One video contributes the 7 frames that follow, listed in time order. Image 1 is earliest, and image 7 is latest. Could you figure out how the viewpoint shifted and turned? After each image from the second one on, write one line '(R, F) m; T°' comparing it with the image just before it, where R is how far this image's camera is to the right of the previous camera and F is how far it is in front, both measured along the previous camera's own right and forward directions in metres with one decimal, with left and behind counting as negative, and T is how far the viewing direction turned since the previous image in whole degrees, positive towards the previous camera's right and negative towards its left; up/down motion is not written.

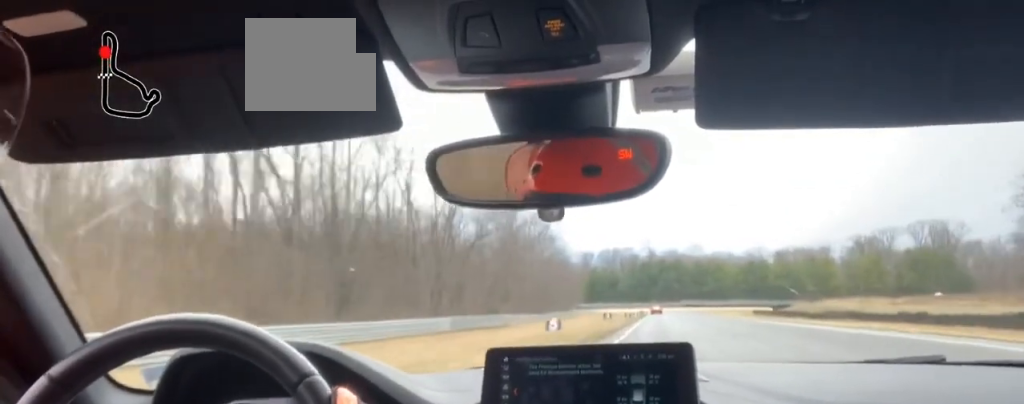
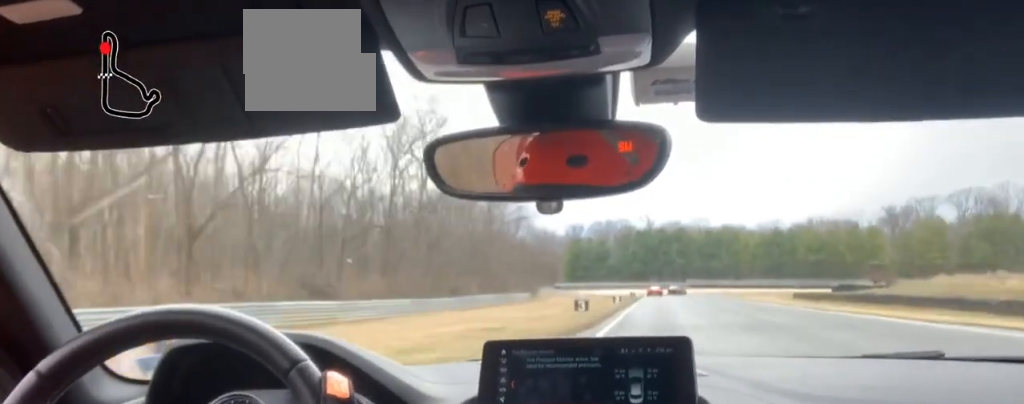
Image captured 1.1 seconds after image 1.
(0.0, +55.9) m; 0°
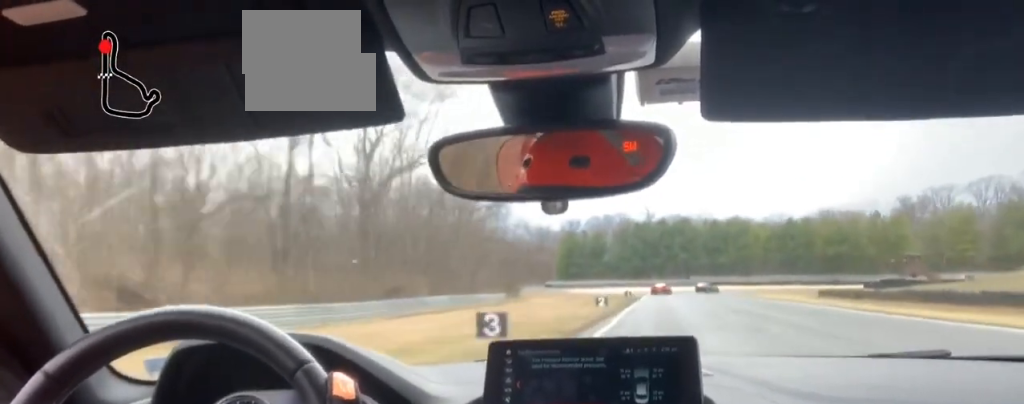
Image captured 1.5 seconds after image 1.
(+0.1, +19.4) m; 0°
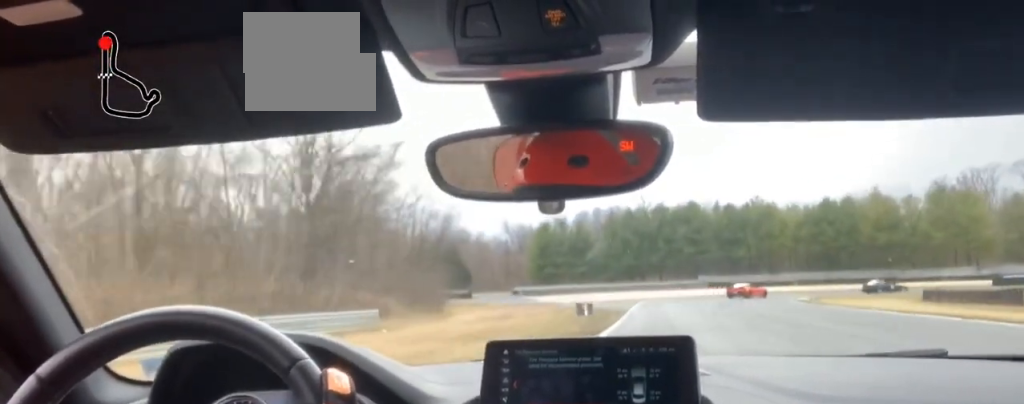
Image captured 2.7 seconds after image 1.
(+0.1, +46.1) m; 0°
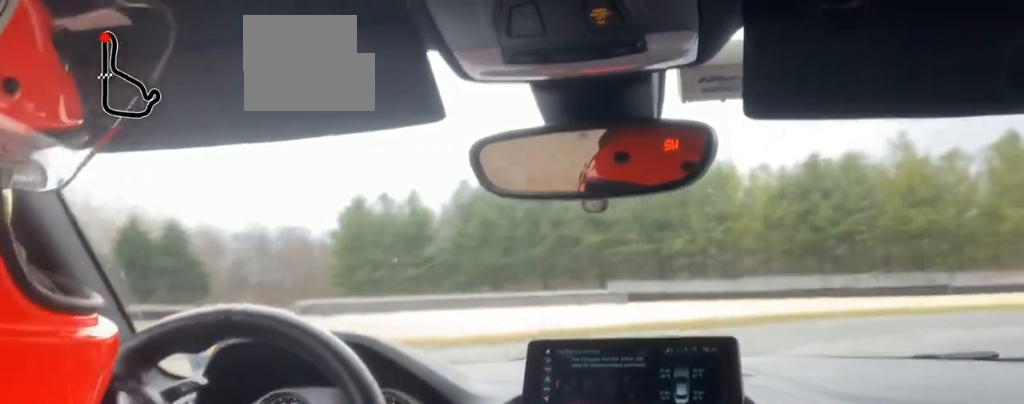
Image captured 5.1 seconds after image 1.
(+9.3, +64.8) m; +28°
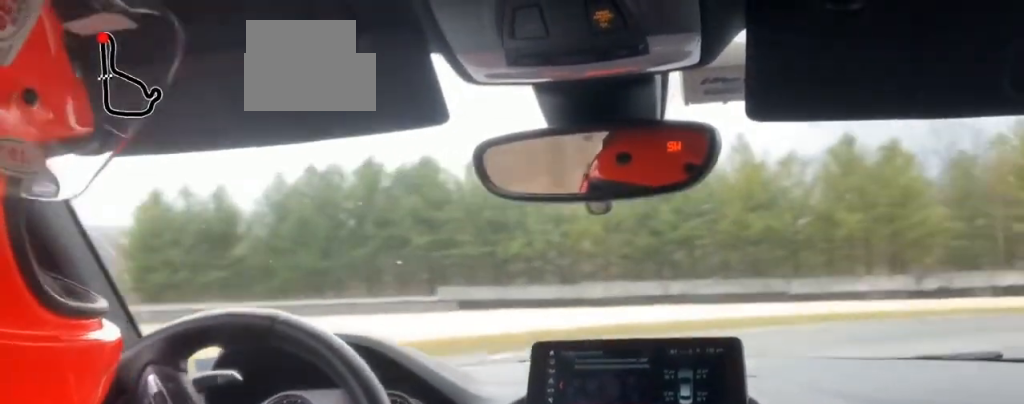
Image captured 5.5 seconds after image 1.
(+0.3, +7.9) m; +2°
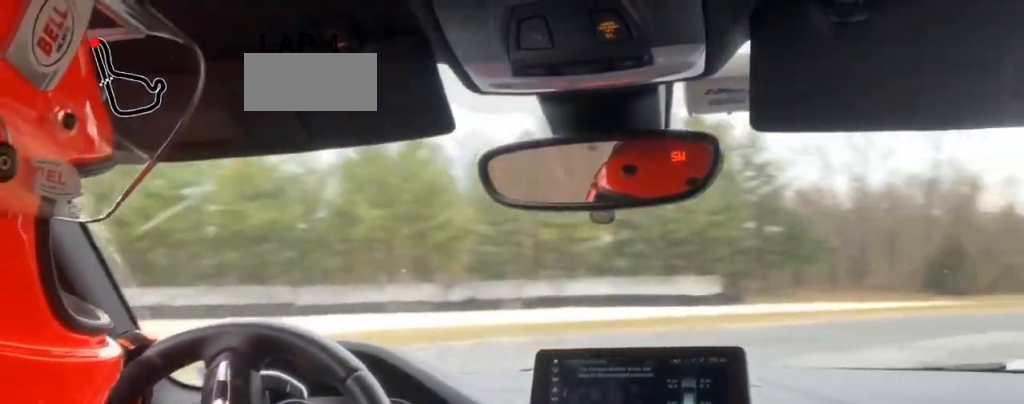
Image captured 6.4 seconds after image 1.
(+0.4, +17.8) m; +3°
